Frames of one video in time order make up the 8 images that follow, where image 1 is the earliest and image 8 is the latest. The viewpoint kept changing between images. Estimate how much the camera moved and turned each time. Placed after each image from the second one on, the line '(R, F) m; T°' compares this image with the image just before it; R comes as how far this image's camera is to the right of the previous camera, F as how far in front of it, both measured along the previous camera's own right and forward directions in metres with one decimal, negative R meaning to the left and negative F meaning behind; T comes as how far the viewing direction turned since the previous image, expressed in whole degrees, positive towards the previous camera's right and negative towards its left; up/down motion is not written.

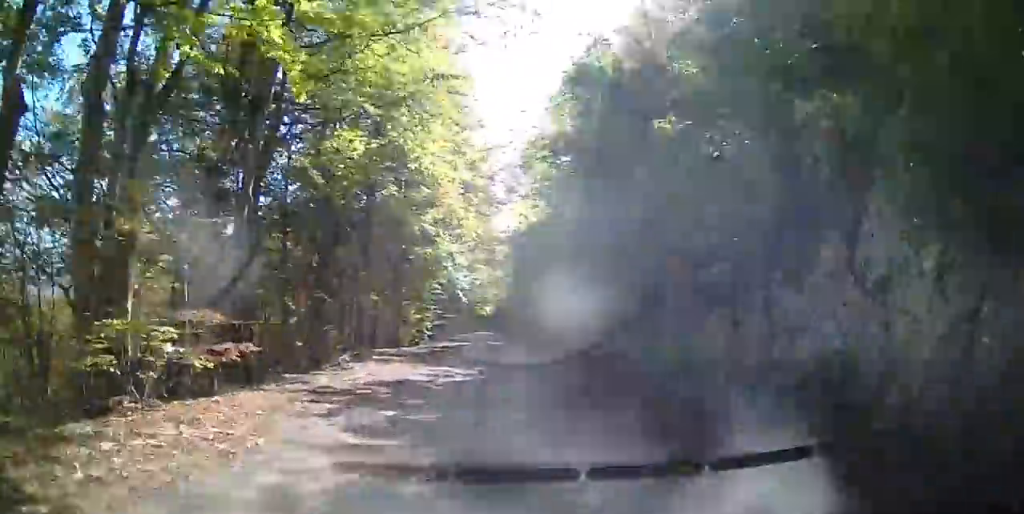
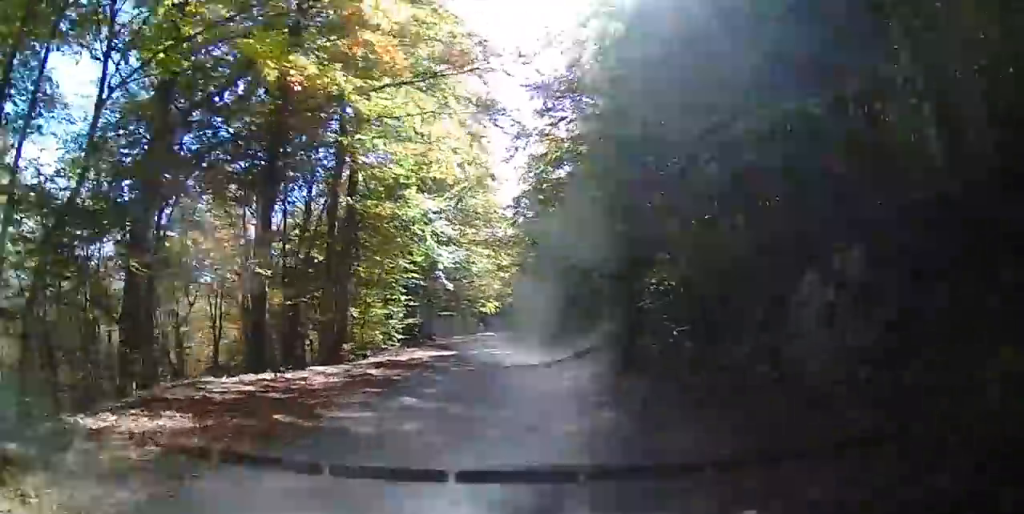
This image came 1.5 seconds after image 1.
(+0.2, +13.6) m; +1°
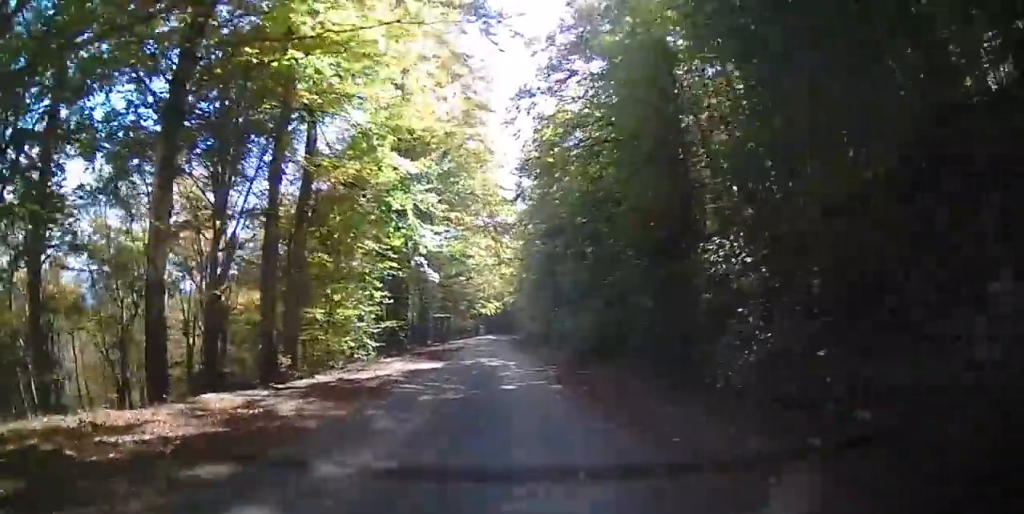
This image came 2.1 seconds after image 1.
(0.0, +6.1) m; -1°
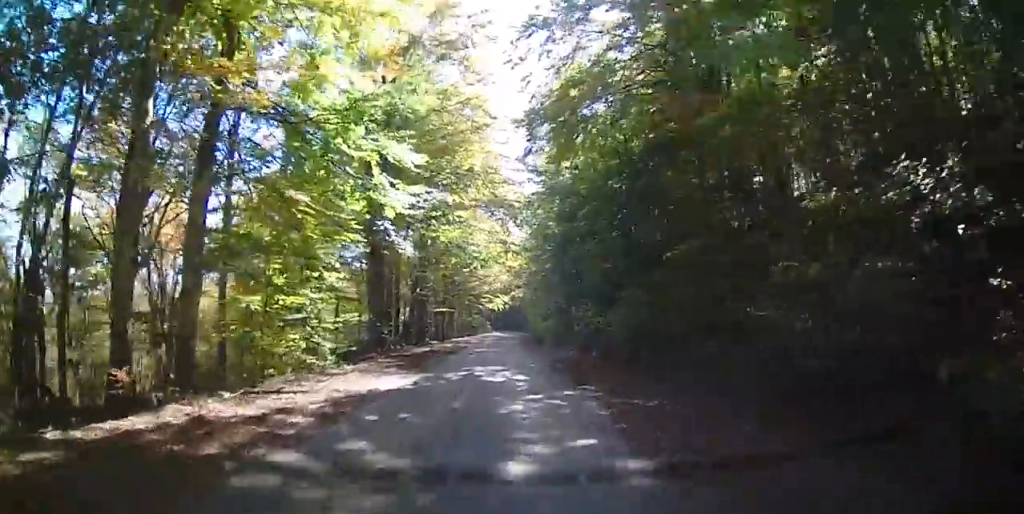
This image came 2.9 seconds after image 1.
(-0.1, +7.3) m; -1°
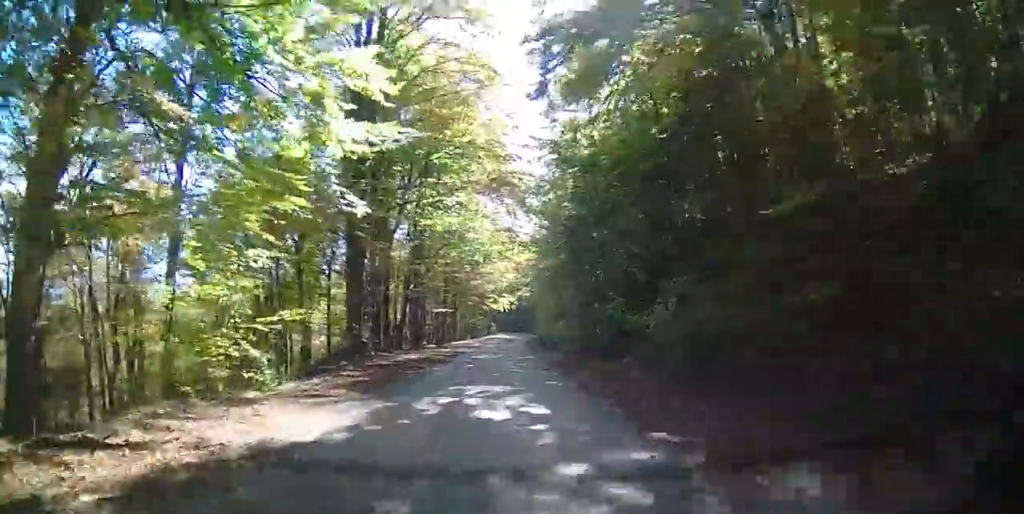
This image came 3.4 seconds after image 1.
(0.0, +5.3) m; 0°
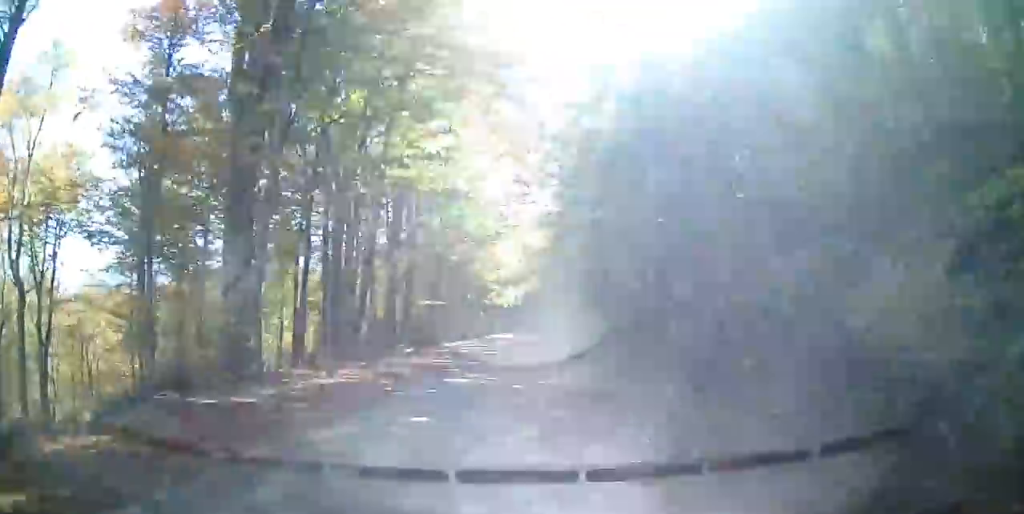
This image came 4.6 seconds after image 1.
(-0.1, +10.4) m; -3°
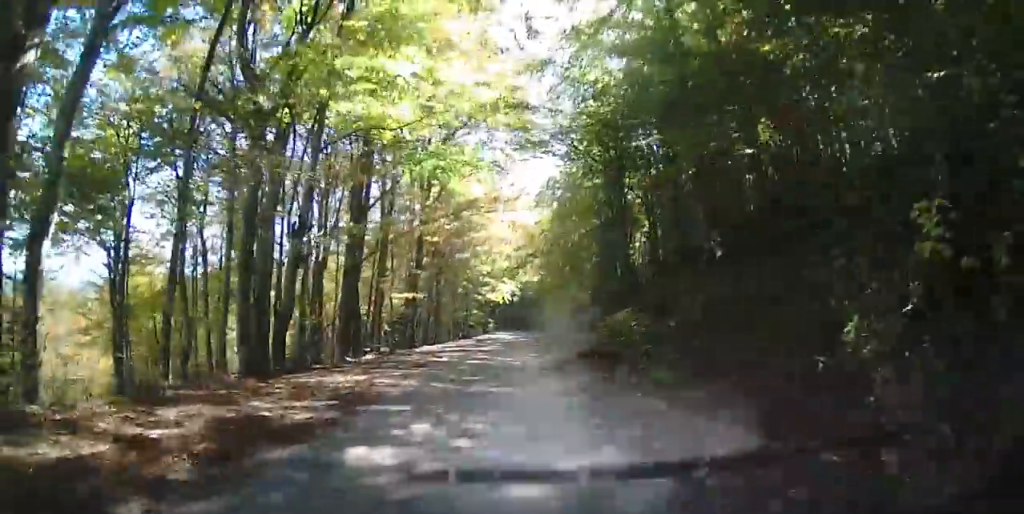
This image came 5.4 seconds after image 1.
(-0.1, +7.3) m; -4°
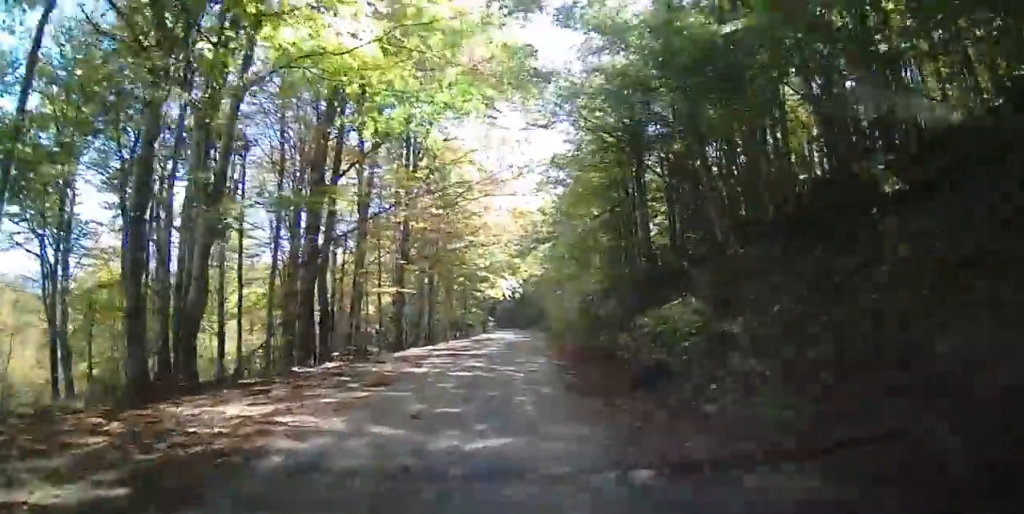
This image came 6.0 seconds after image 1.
(-0.4, +5.0) m; 0°
